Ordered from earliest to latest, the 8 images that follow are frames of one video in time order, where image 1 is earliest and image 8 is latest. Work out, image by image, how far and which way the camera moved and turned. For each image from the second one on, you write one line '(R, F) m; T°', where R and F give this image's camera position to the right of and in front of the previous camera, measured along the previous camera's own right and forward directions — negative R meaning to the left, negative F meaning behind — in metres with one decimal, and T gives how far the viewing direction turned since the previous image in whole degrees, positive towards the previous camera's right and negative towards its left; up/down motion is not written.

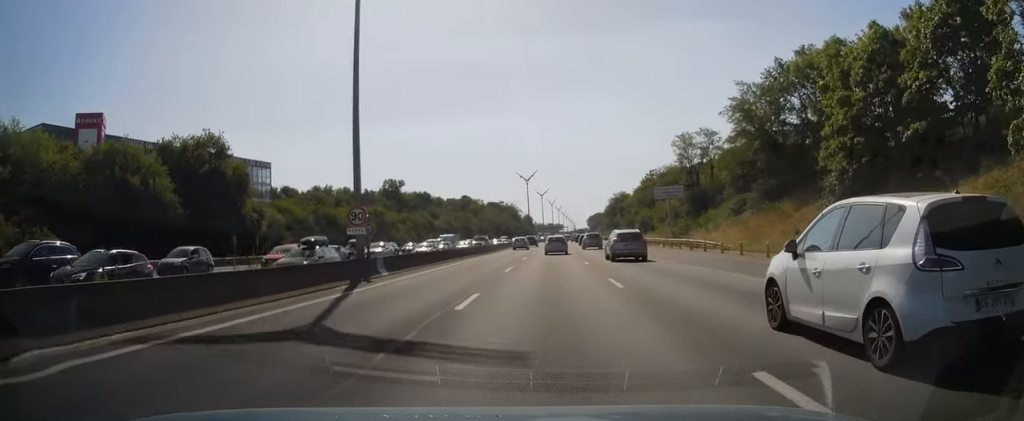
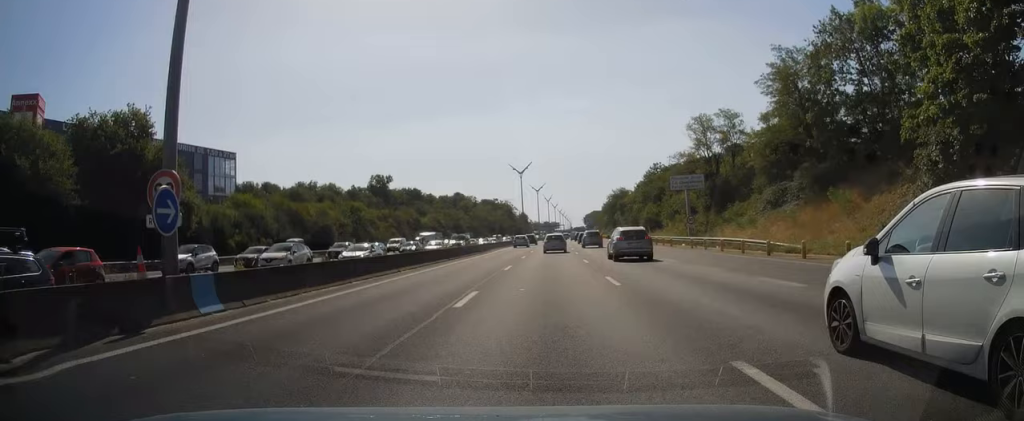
(+0.3, +12.7) m; 0°
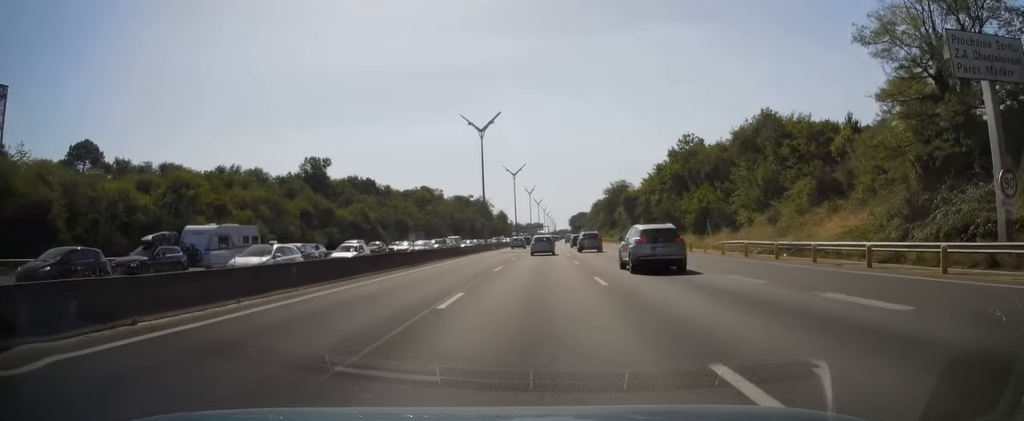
(+0.3, +51.5) m; +1°
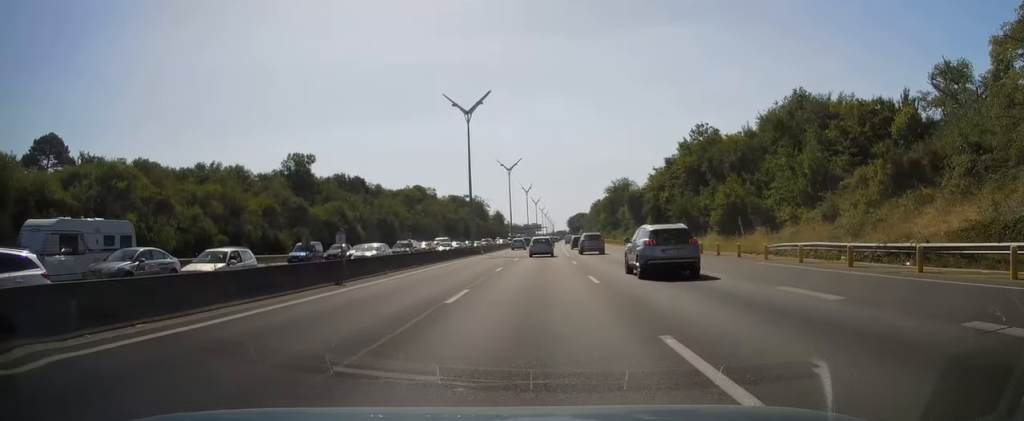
(0.0, +11.2) m; 0°
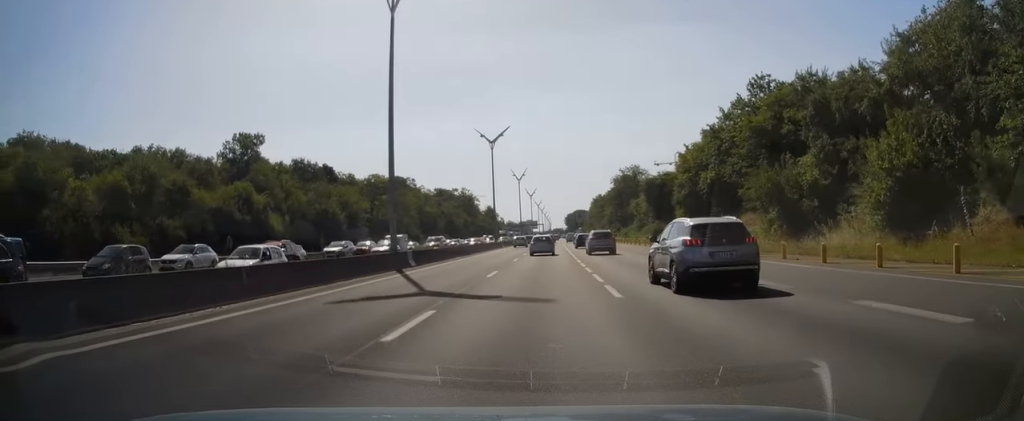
(-0.1, +30.6) m; 0°
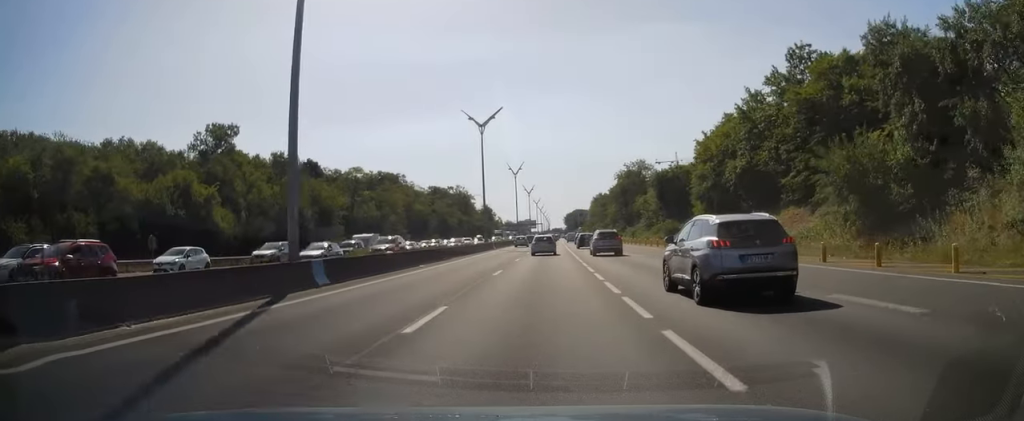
(0.0, +12.3) m; 0°
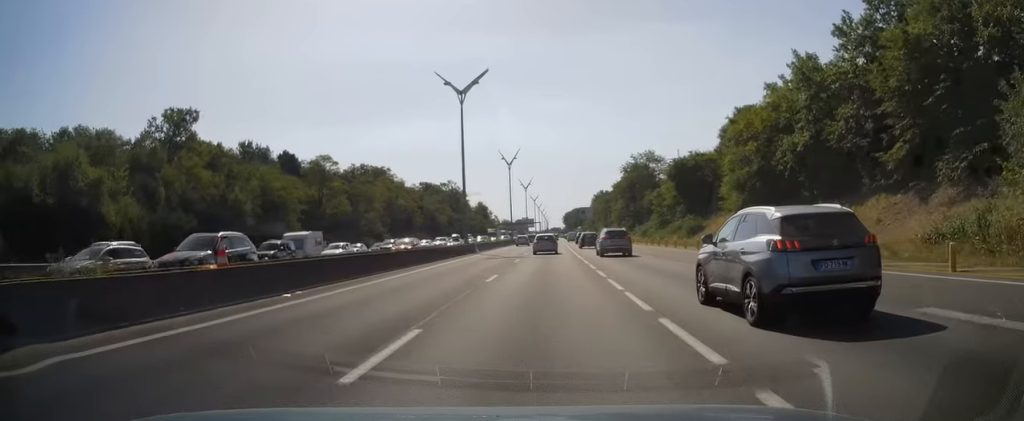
(+0.1, +16.3) m; 0°
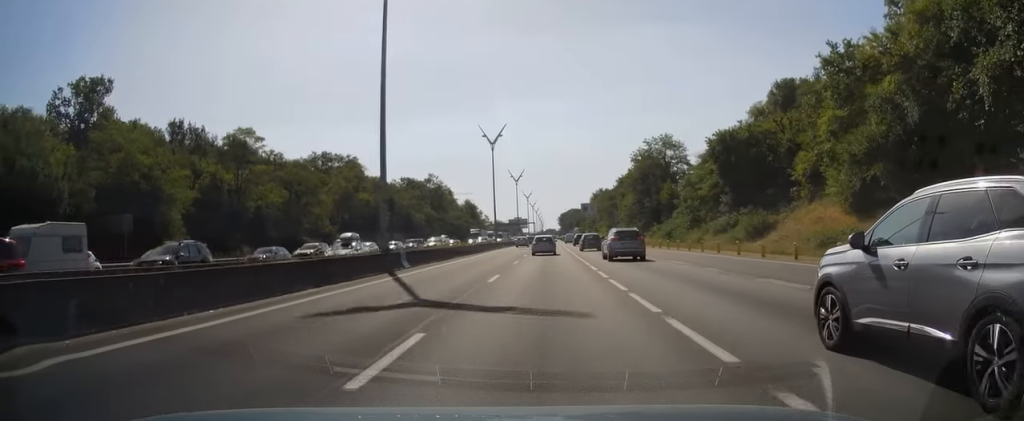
(0.0, +26.2) m; 0°
